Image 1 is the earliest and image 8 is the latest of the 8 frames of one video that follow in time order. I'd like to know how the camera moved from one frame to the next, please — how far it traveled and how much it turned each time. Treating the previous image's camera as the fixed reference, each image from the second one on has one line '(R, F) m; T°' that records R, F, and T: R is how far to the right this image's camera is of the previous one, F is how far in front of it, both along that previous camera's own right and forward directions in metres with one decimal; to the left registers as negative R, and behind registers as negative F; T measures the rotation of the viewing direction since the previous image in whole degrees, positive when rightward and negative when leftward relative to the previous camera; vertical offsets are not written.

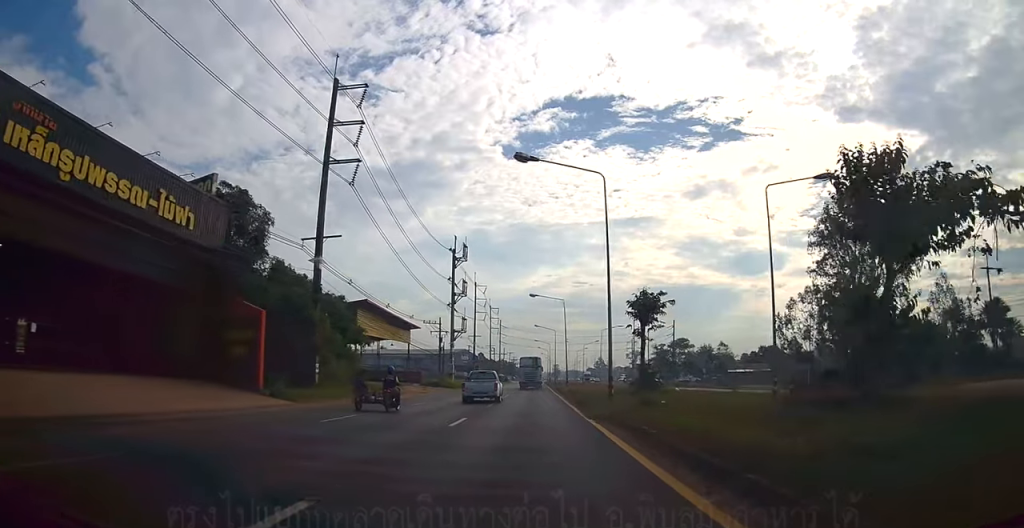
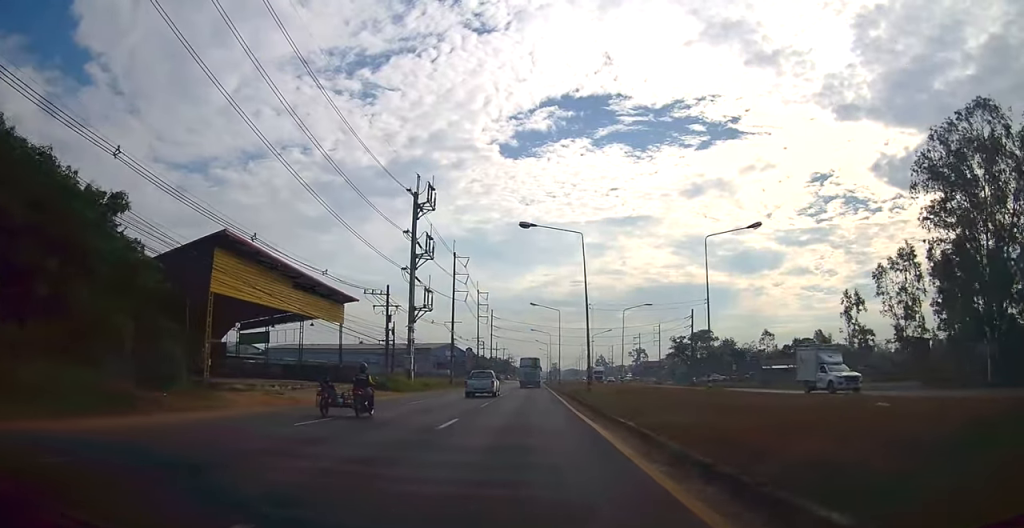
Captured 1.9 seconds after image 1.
(+0.1, +23.8) m; 0°
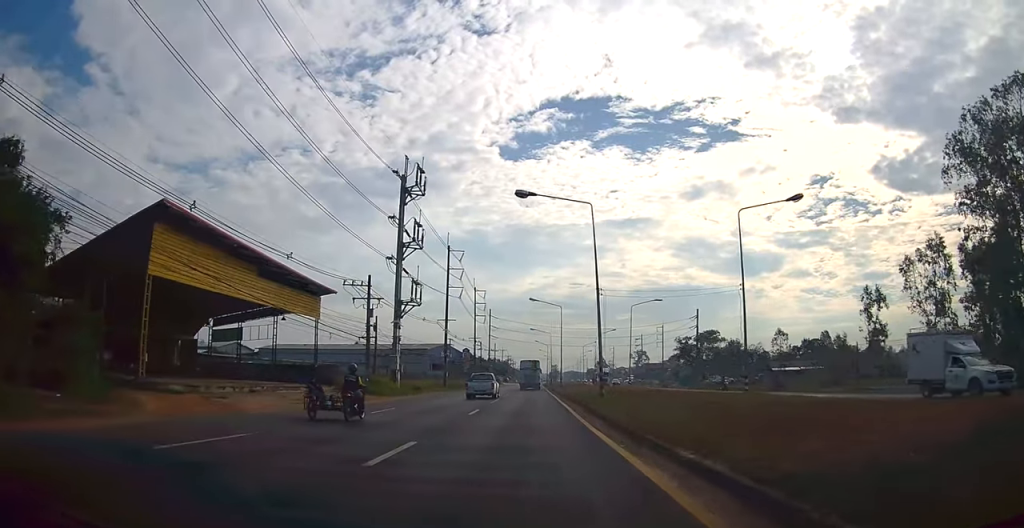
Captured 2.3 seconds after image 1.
(-0.1, +5.3) m; 0°
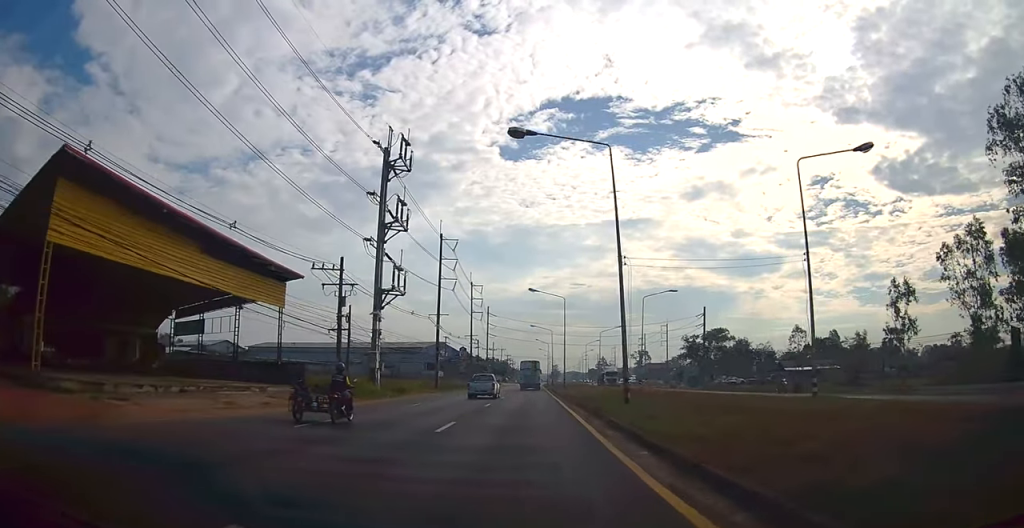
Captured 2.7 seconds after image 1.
(-0.1, +6.1) m; 0°
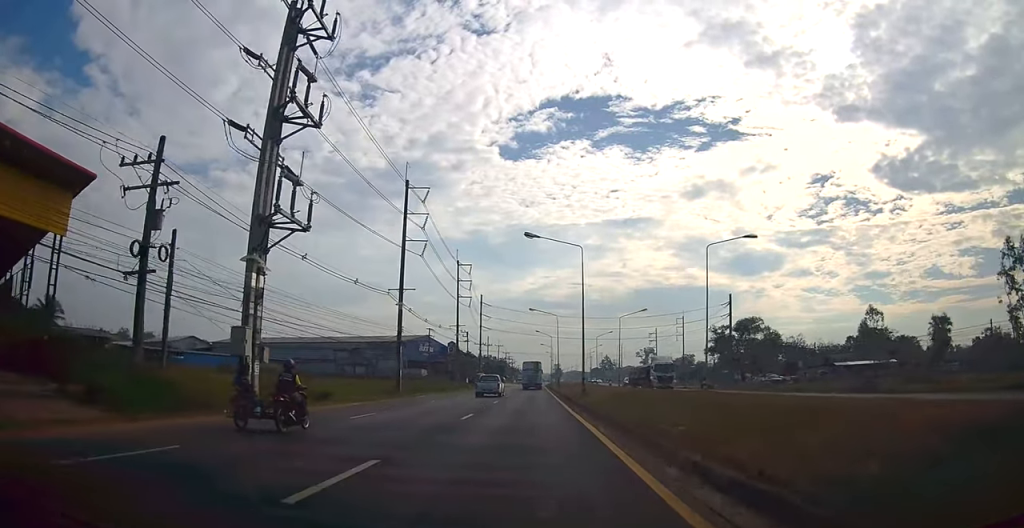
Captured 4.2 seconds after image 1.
(+0.2, +19.4) m; 0°
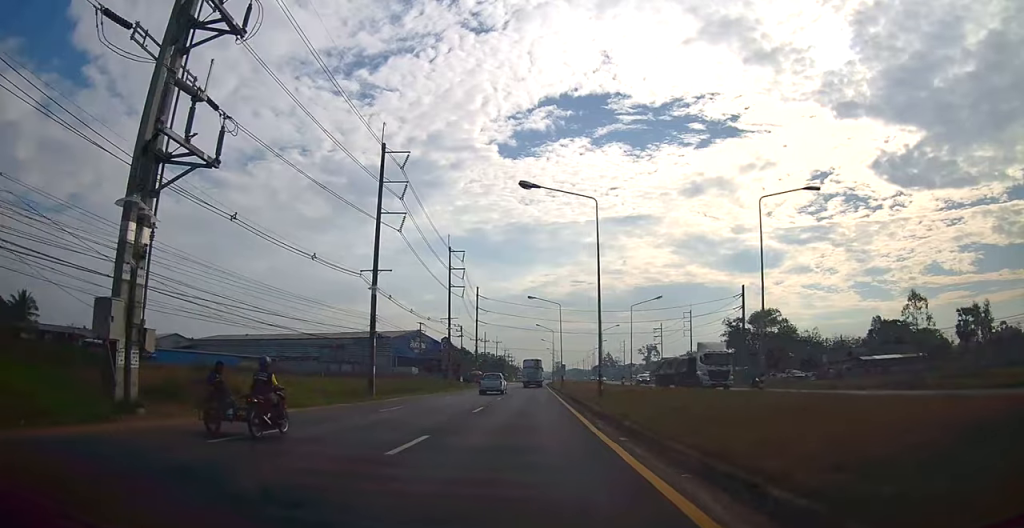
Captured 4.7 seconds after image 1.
(-0.1, +8.1) m; 0°
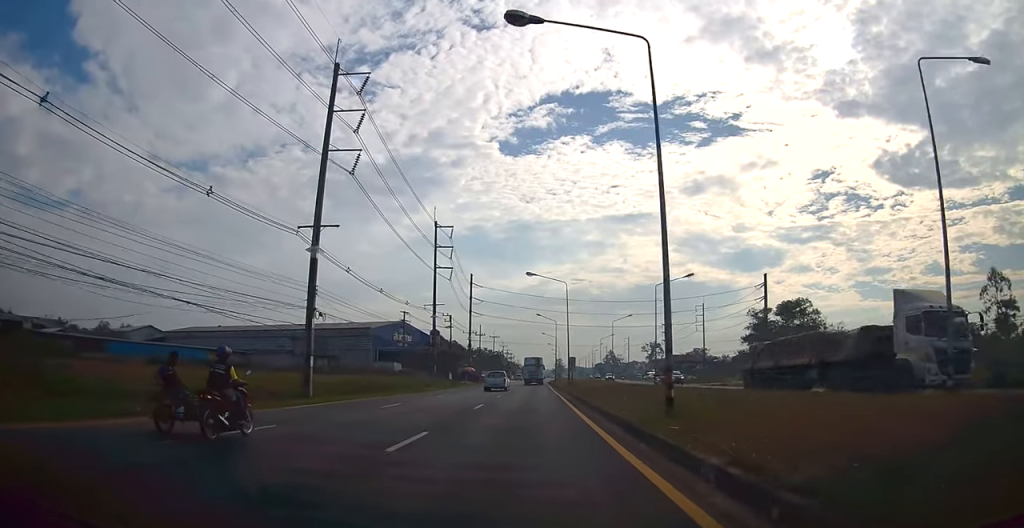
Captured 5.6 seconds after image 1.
(+0.1, +11.7) m; 0°
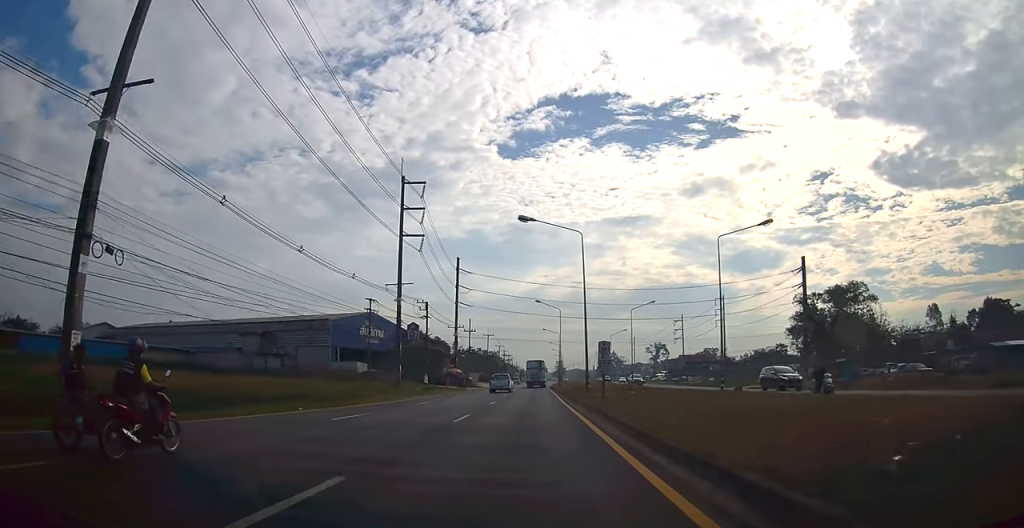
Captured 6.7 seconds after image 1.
(-0.2, +16.6) m; -2°
